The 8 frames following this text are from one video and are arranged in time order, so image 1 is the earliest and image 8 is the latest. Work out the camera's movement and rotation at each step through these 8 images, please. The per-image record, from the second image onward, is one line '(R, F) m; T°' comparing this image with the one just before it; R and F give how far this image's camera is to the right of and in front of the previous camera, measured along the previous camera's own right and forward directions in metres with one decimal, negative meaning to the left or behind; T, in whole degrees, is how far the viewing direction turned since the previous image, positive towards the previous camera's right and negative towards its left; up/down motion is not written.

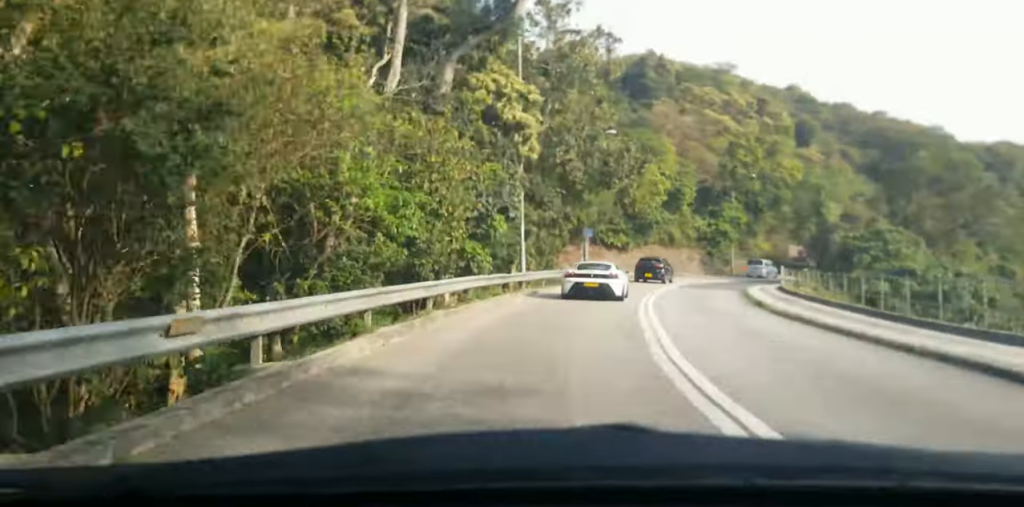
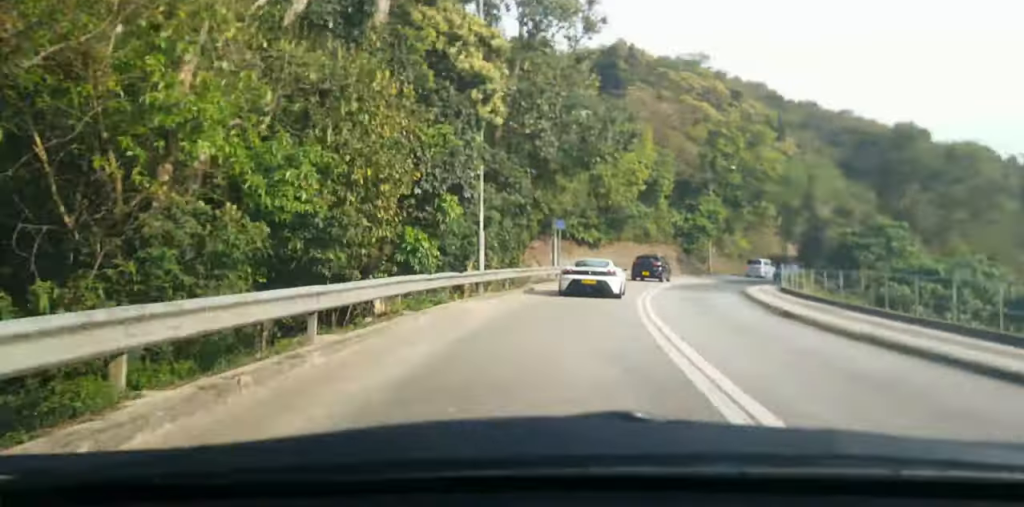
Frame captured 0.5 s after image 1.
(+0.1, +6.3) m; +3°
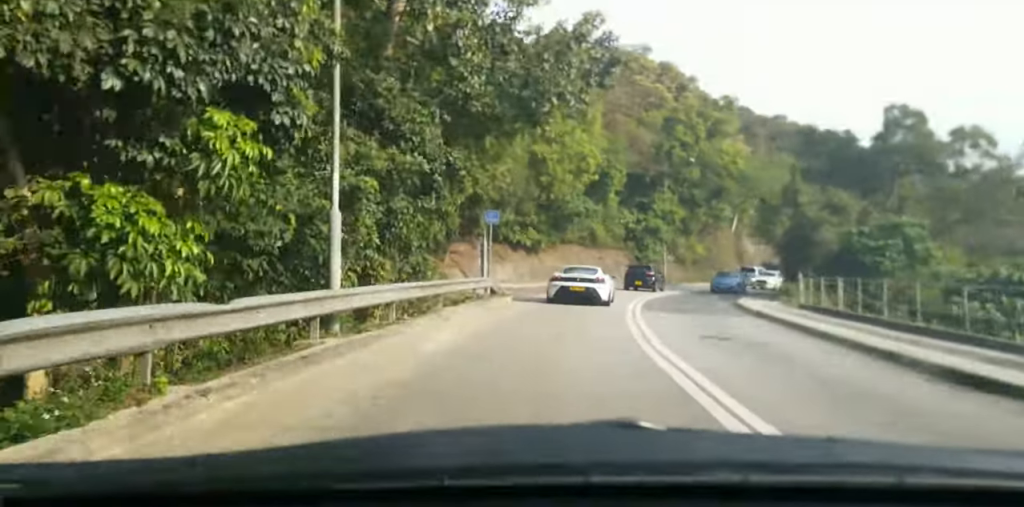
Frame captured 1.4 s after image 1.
(+0.7, +11.9) m; +7°
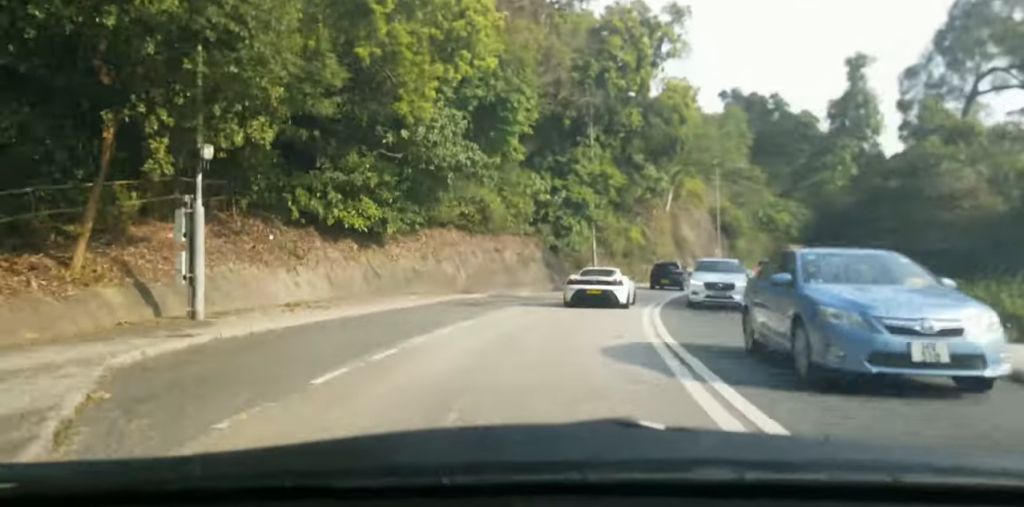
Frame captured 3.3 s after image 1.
(+1.9, +24.1) m; +4°
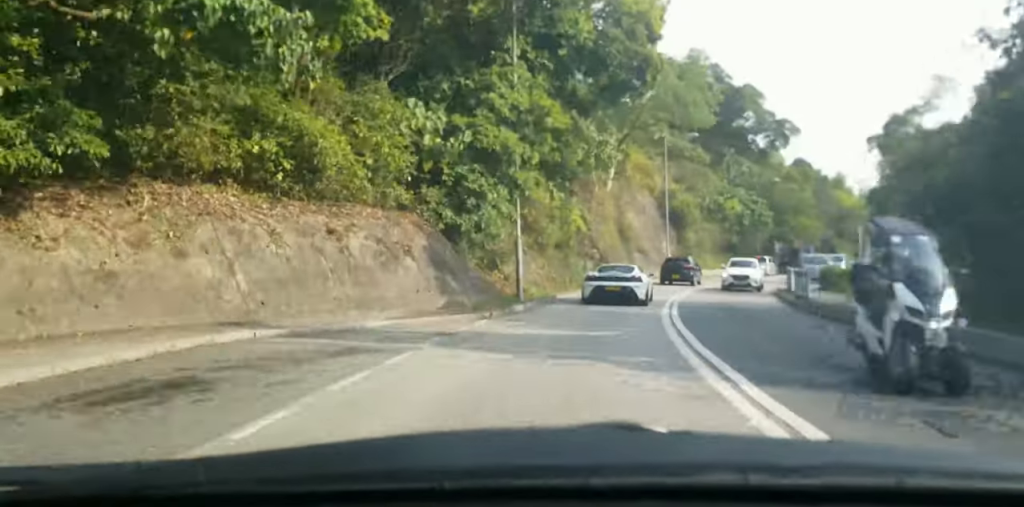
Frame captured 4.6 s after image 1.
(-0.2, +16.5) m; +4°
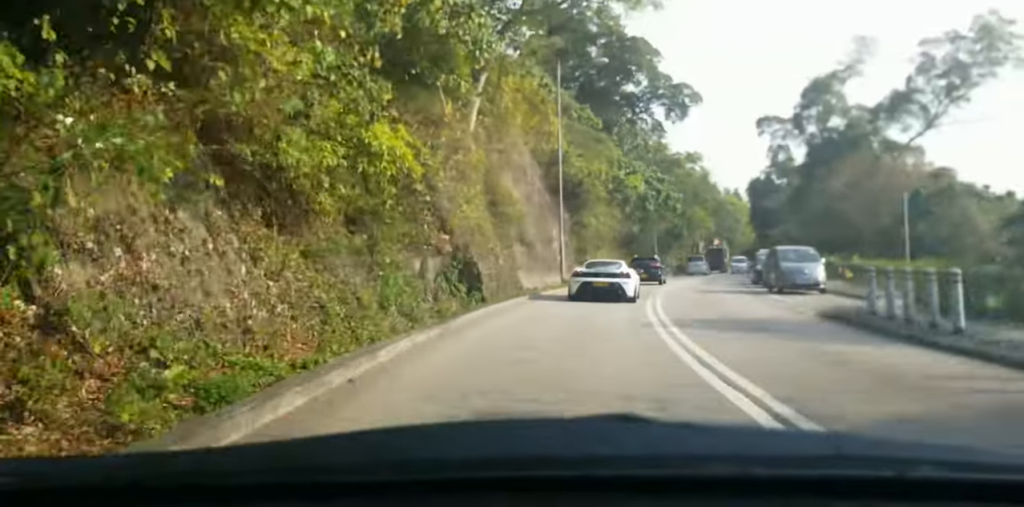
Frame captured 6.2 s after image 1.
(+3.1, +21.4) m; +13°
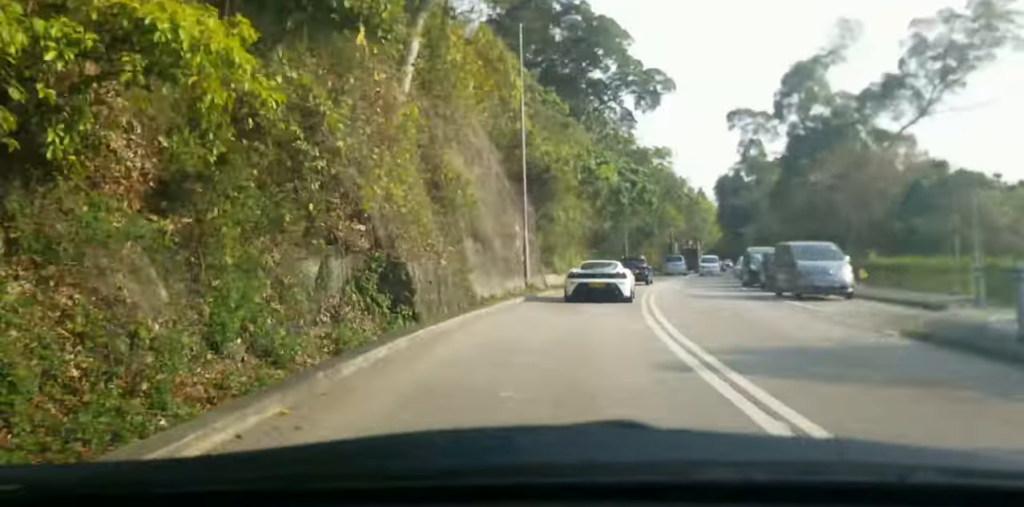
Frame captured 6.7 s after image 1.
(+0.1, +6.2) m; +3°
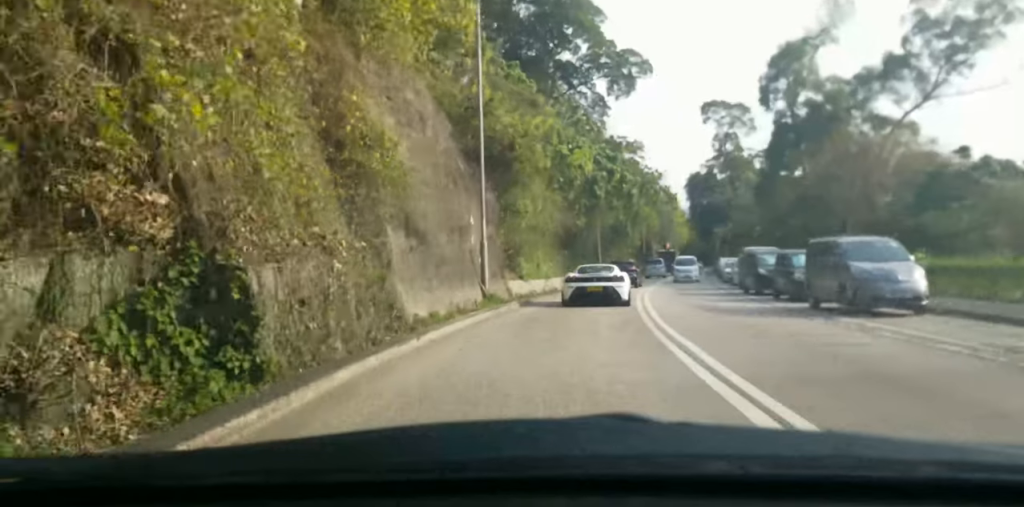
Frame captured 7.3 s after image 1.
(+0.2, +7.3) m; +5°
